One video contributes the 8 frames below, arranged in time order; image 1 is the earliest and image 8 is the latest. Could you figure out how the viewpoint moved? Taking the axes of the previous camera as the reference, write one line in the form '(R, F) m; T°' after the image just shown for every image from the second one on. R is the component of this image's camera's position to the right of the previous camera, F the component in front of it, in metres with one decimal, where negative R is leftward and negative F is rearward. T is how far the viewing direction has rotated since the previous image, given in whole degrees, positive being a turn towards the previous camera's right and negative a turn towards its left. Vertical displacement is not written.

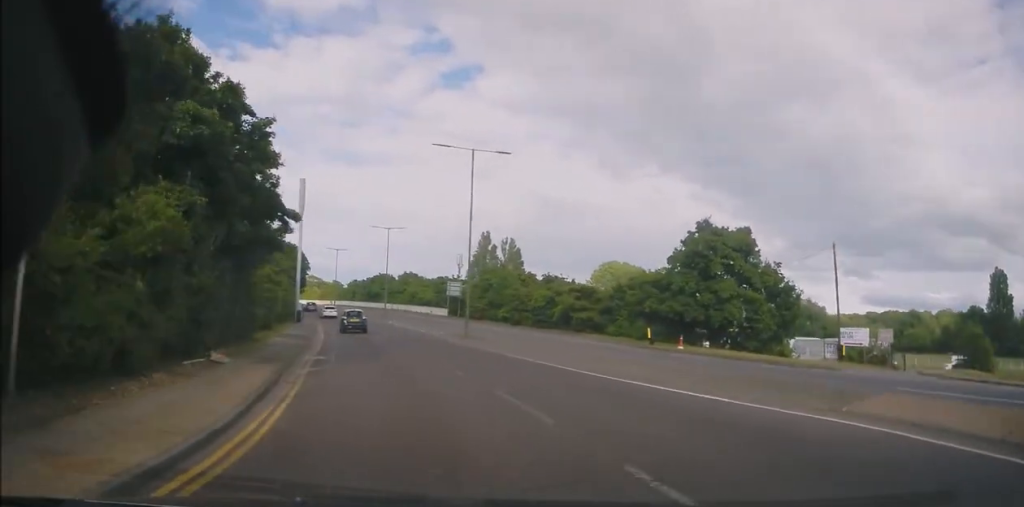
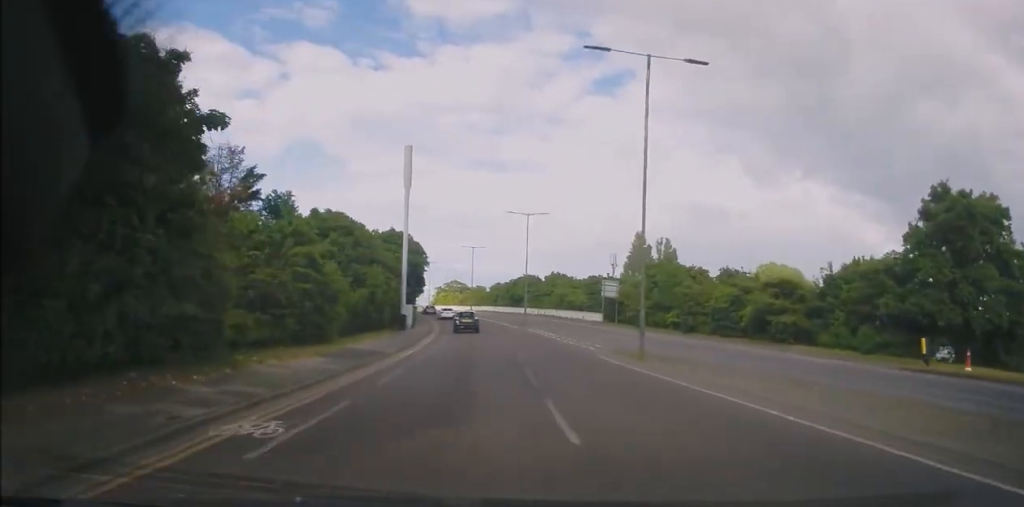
(-1.8, +12.9) m; -12°
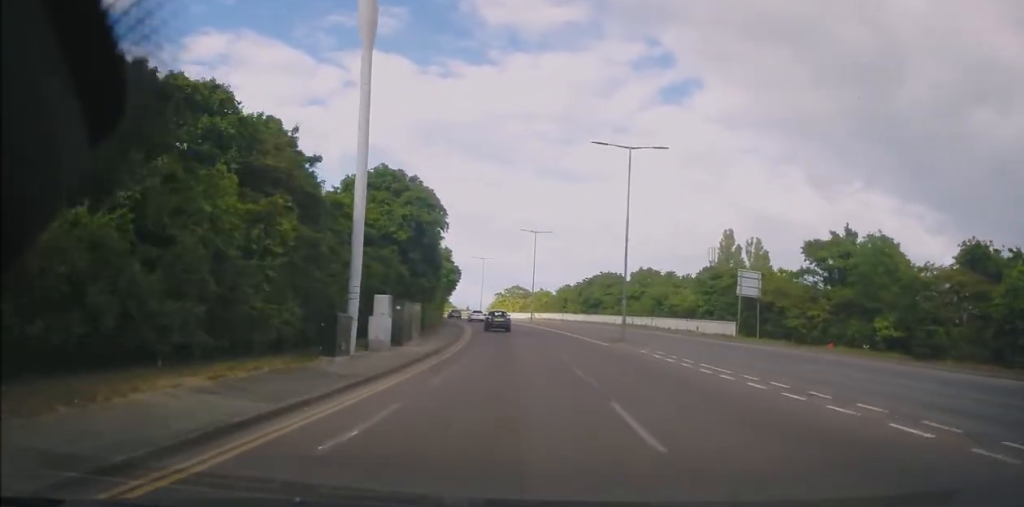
(-2.8, +23.8) m; -13°
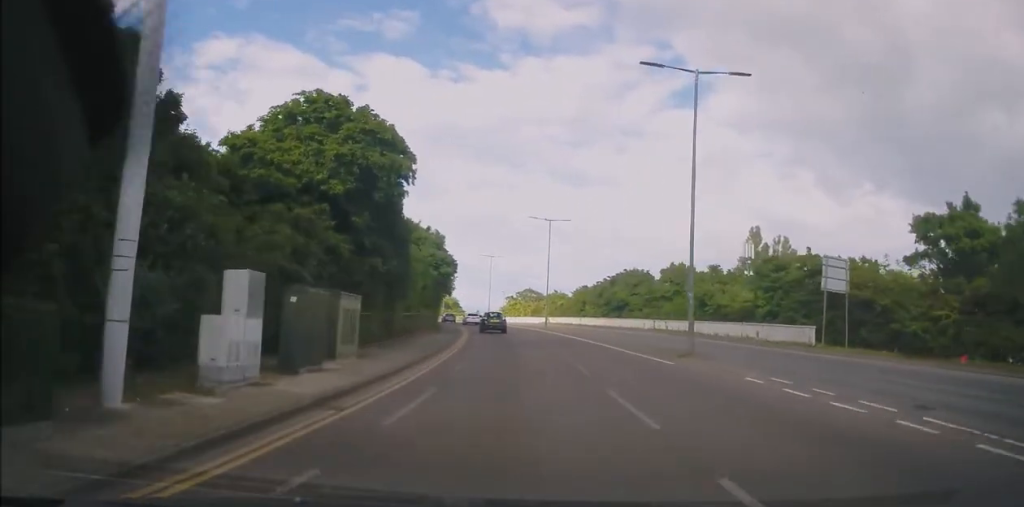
(-0.4, +10.4) m; 0°
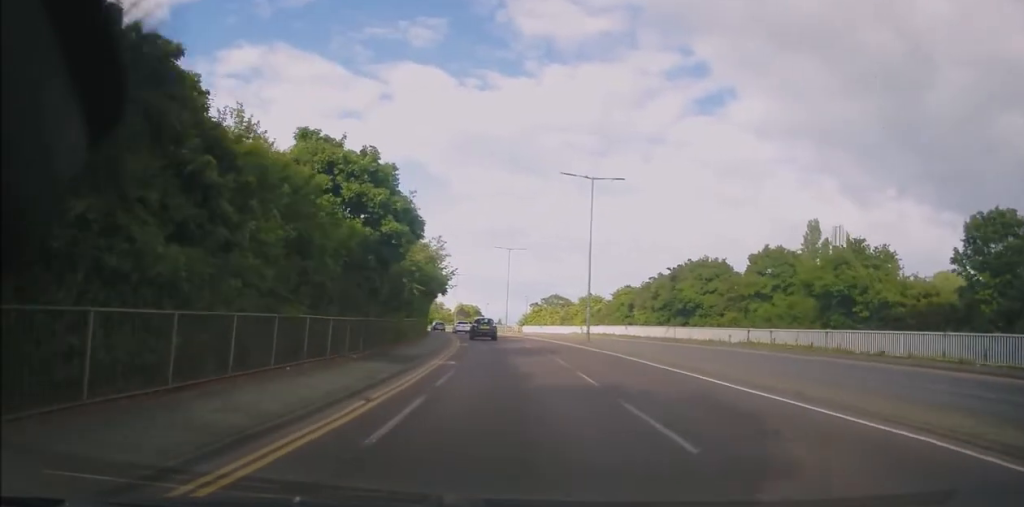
(+0.2, +19.0) m; -1°
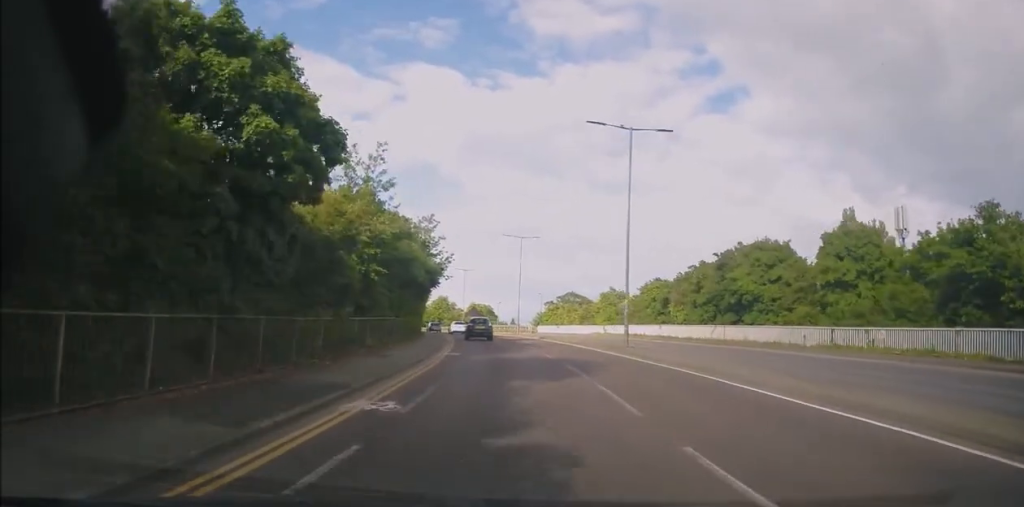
(-0.3, +9.6) m; -2°
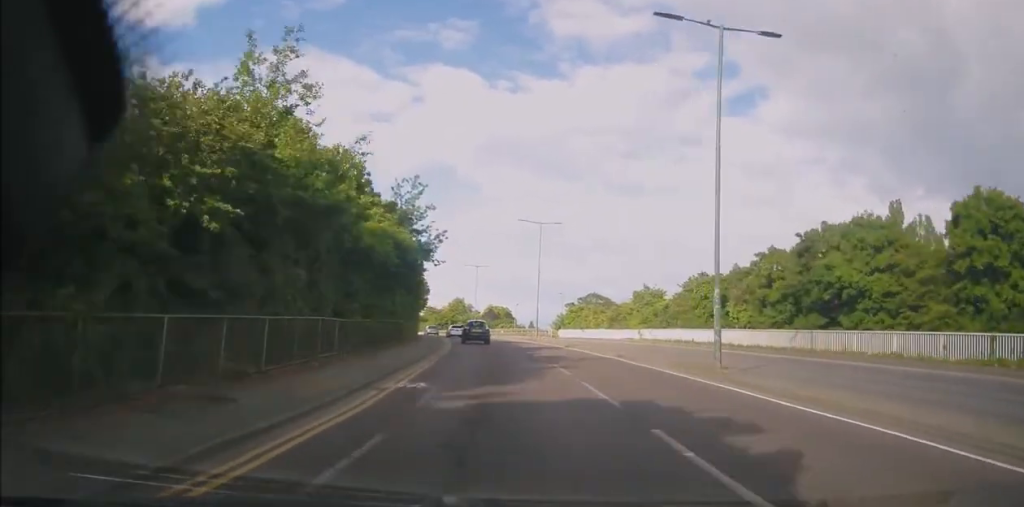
(-0.2, +10.8) m; -2°
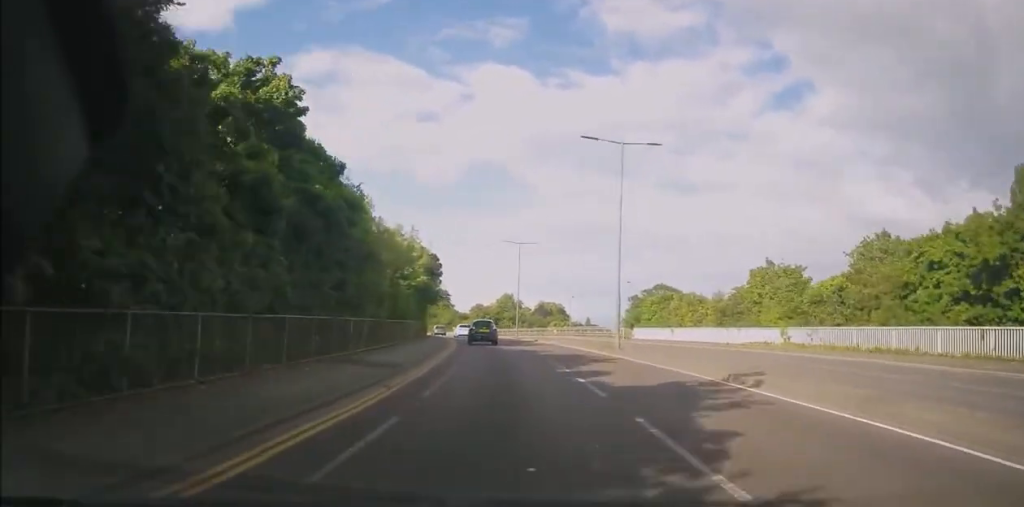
(-0.7, +23.1) m; -4°
